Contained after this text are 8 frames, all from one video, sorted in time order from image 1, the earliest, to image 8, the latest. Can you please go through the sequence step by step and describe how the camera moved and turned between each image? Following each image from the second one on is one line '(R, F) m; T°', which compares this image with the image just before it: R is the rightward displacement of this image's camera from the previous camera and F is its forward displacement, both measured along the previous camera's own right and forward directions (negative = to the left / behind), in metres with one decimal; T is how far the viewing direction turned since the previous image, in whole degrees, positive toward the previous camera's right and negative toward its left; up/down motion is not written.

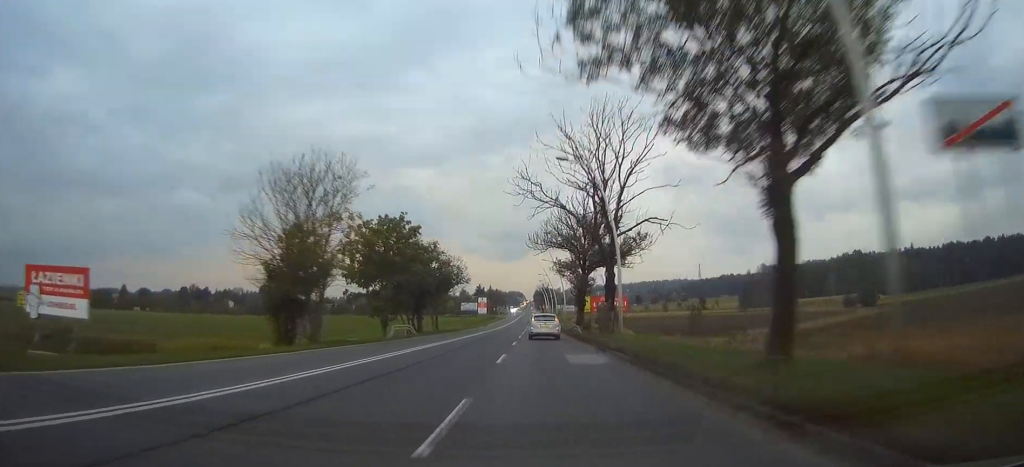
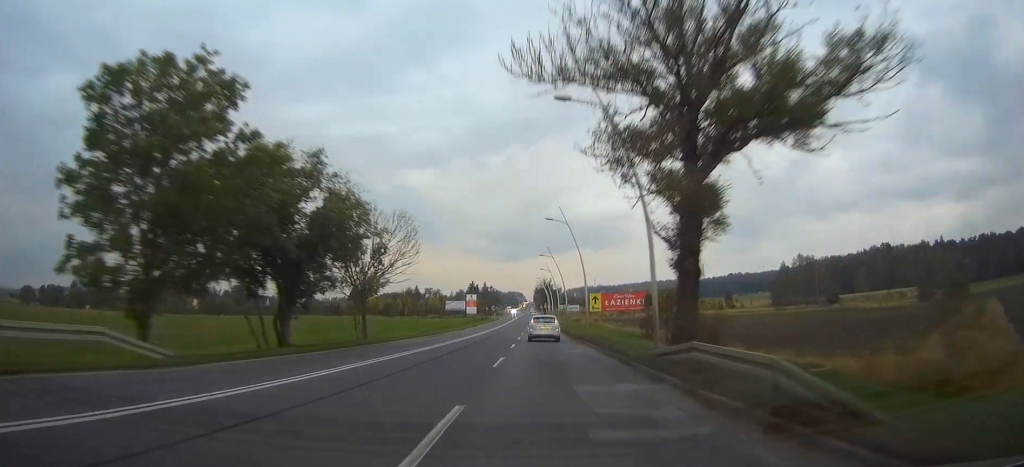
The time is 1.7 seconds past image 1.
(0.0, +38.0) m; 0°
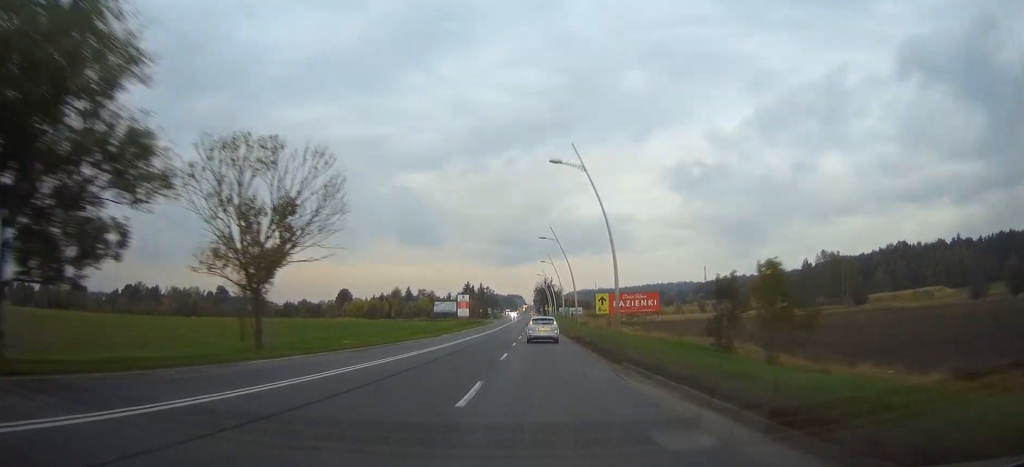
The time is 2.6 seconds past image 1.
(0.0, +20.4) m; 0°
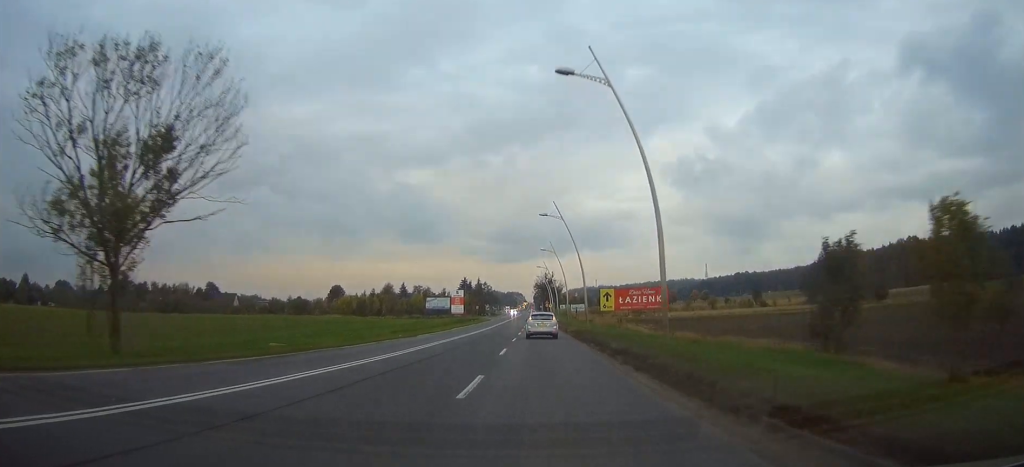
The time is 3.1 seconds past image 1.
(0.0, +12.1) m; 0°
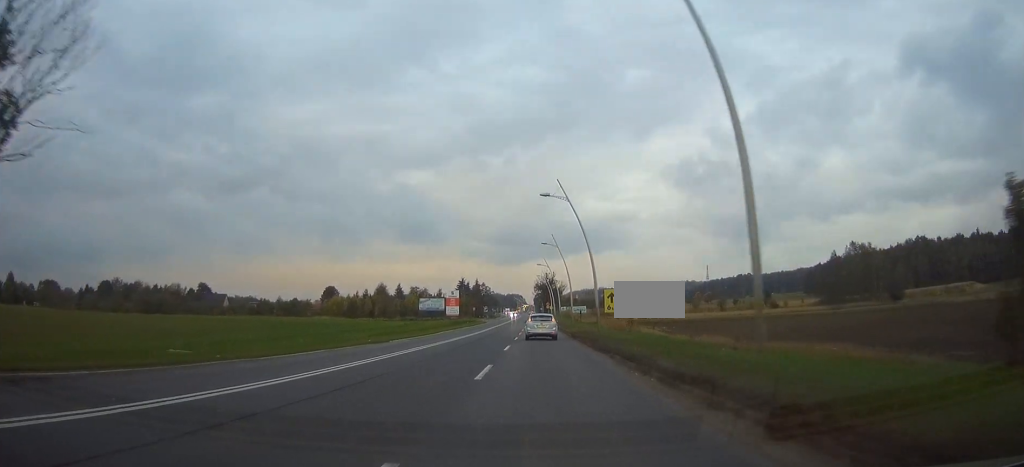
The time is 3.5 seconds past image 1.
(0.0, +9.1) m; 0°
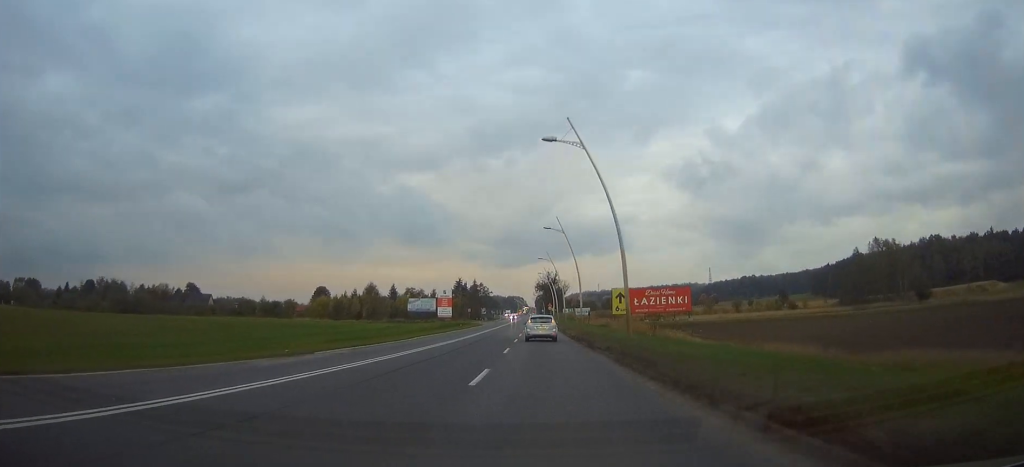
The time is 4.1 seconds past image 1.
(+0.1, +13.6) m; 0°
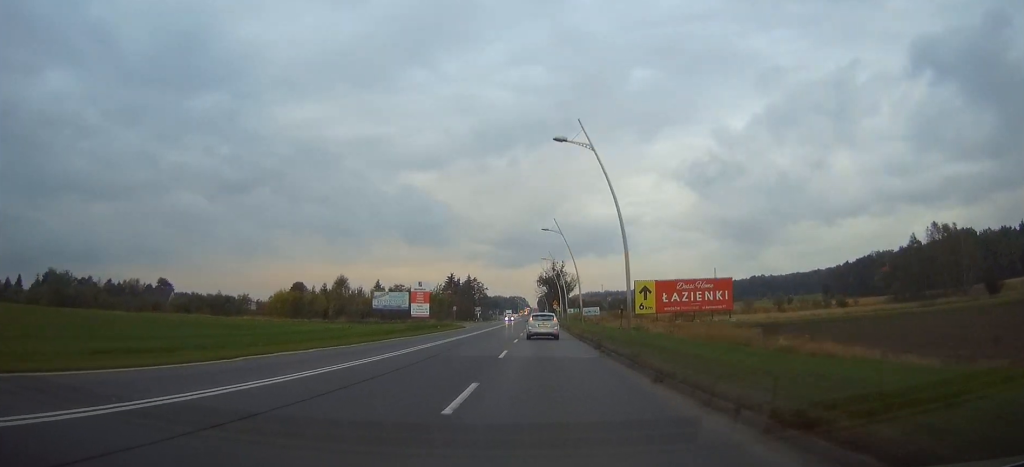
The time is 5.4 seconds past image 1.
(-0.1, +28.9) m; 0°
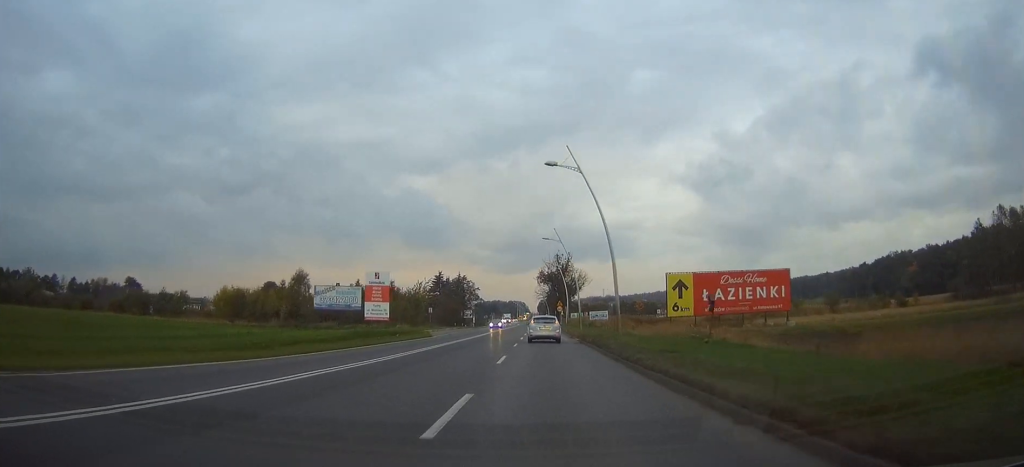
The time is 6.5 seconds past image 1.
(+0.1, +26.6) m; 0°
